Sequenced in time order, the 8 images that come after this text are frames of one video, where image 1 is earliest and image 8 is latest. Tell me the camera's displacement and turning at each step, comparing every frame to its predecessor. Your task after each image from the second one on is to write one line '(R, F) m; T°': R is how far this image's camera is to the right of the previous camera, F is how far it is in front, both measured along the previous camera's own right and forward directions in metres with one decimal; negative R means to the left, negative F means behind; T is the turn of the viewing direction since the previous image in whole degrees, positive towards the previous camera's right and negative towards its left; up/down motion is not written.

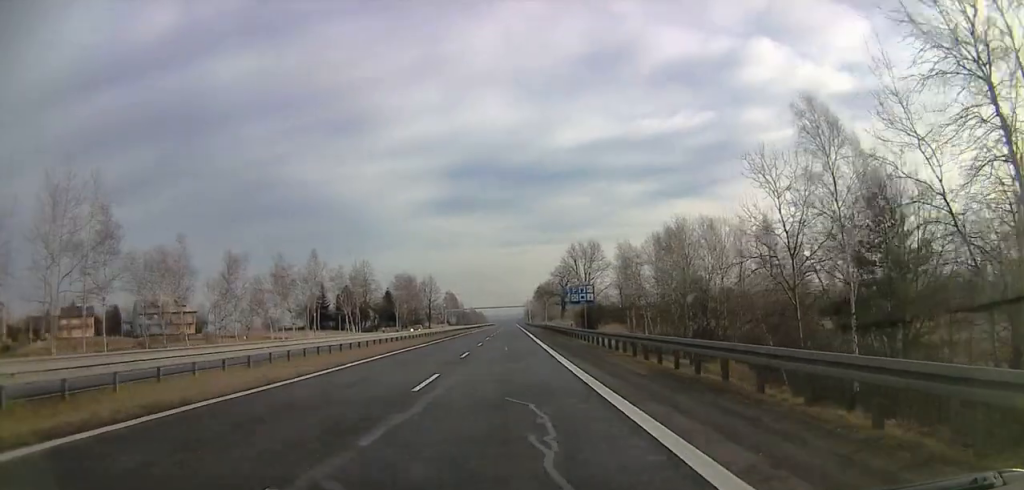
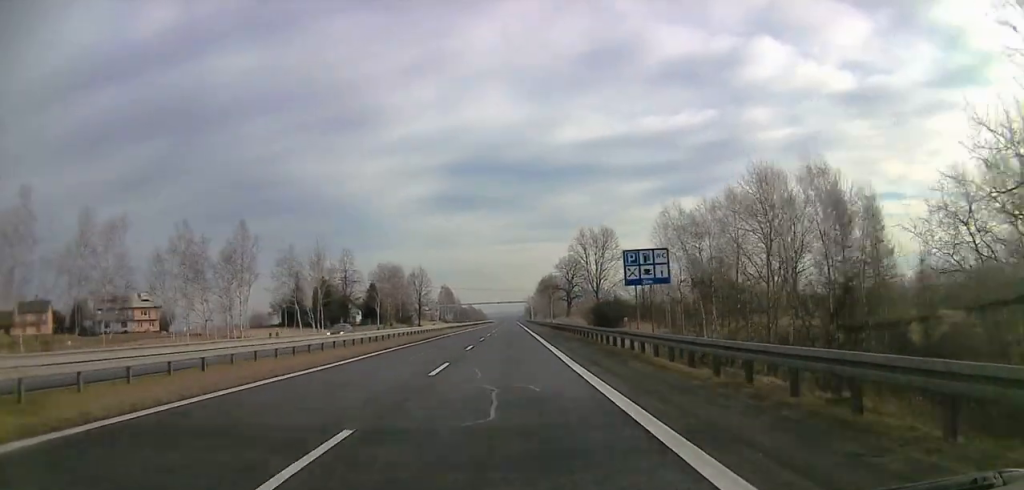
(-0.2, +20.1) m; -1°
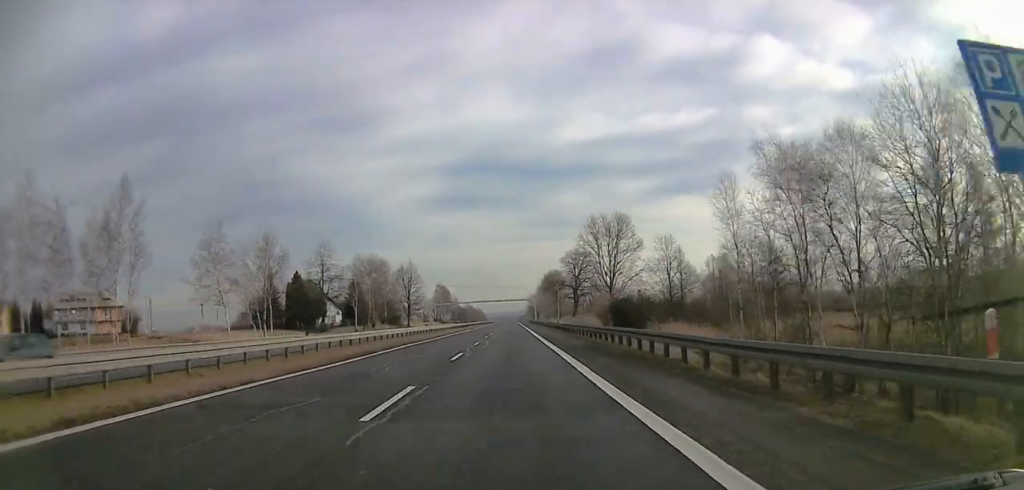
(-0.1, +16.3) m; 0°
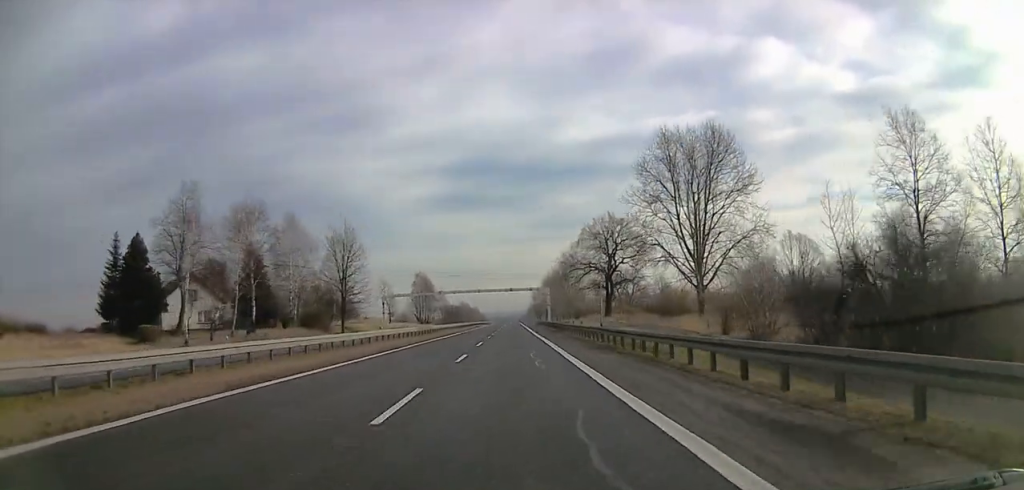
(+0.9, +52.7) m; +1°
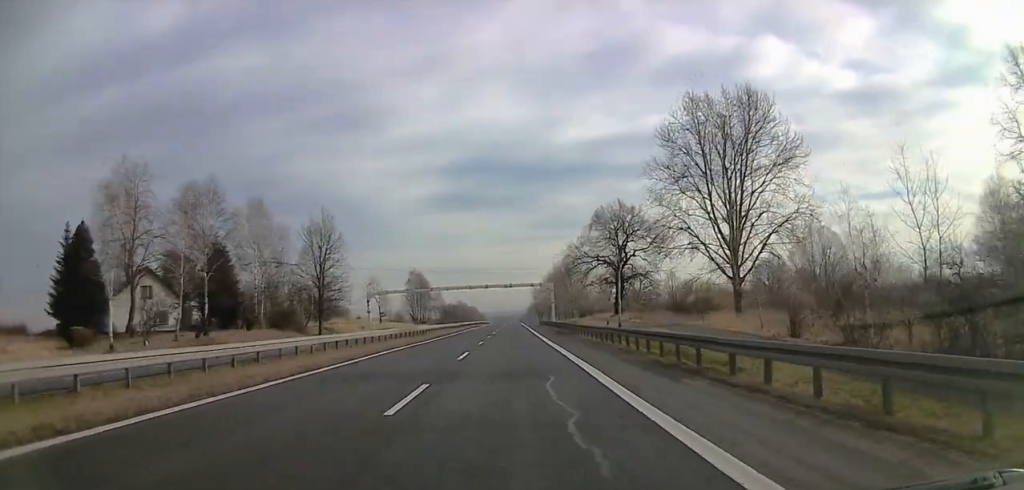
(-0.1, +10.8) m; 0°
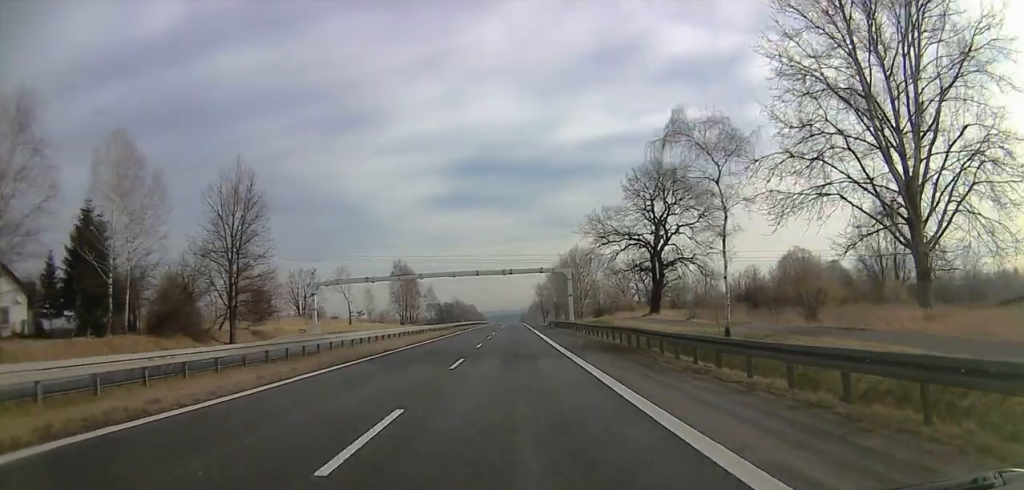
(+0.6, +27.6) m; 0°
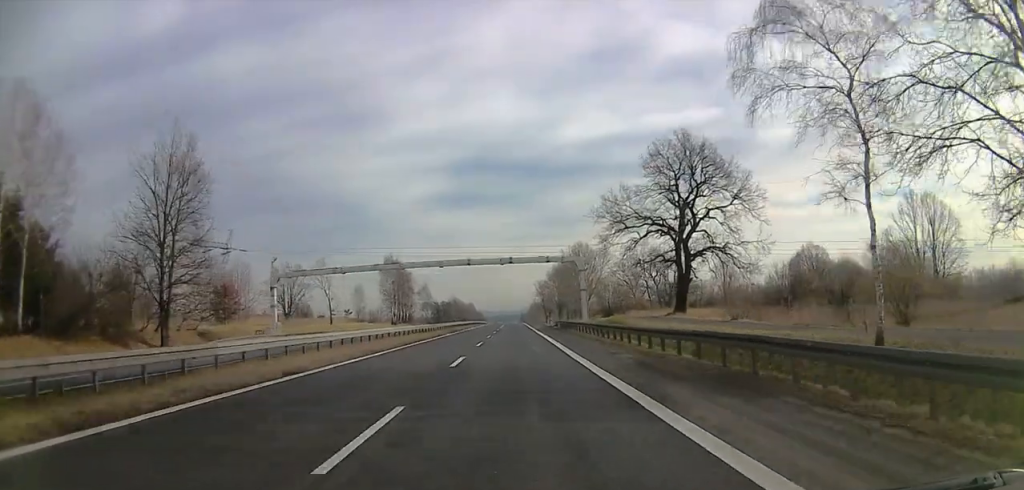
(-0.7, +12.6) m; 0°
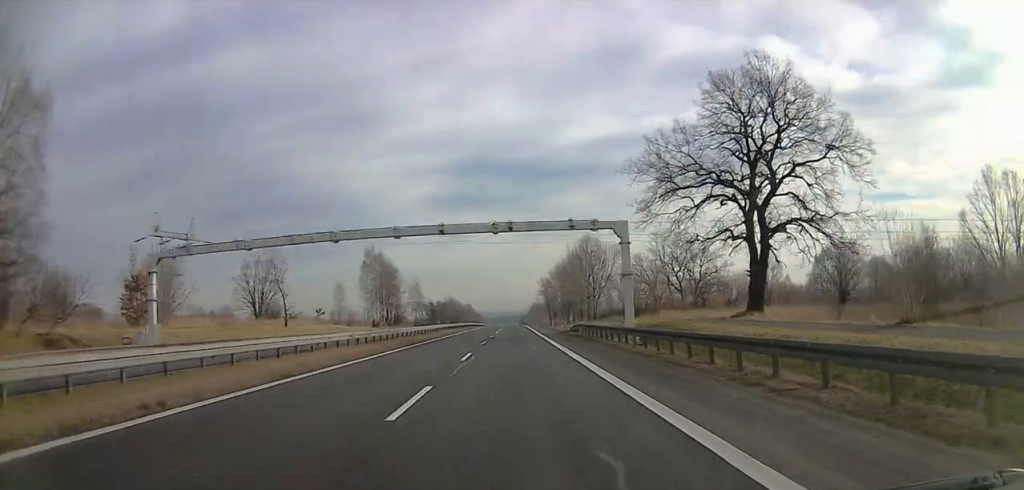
(+0.7, +22.7) m; 0°
